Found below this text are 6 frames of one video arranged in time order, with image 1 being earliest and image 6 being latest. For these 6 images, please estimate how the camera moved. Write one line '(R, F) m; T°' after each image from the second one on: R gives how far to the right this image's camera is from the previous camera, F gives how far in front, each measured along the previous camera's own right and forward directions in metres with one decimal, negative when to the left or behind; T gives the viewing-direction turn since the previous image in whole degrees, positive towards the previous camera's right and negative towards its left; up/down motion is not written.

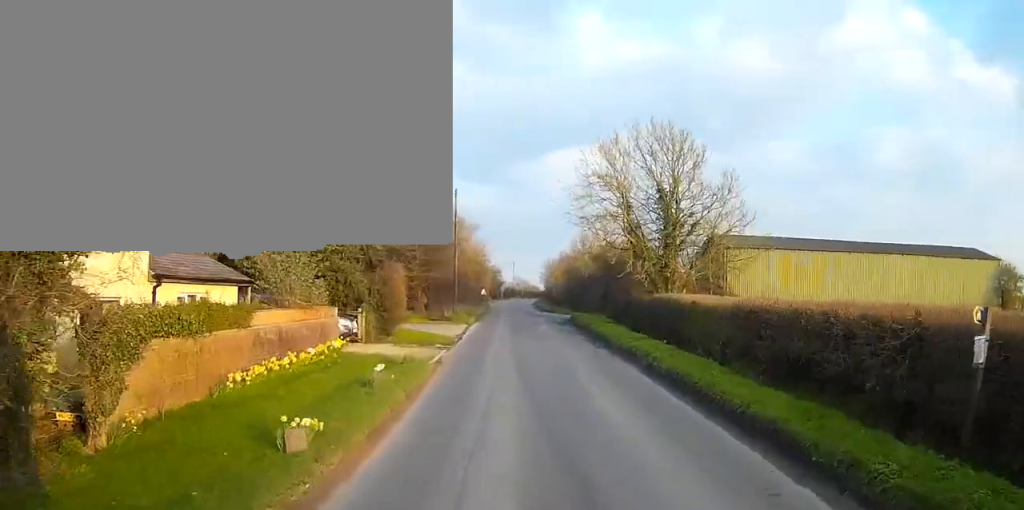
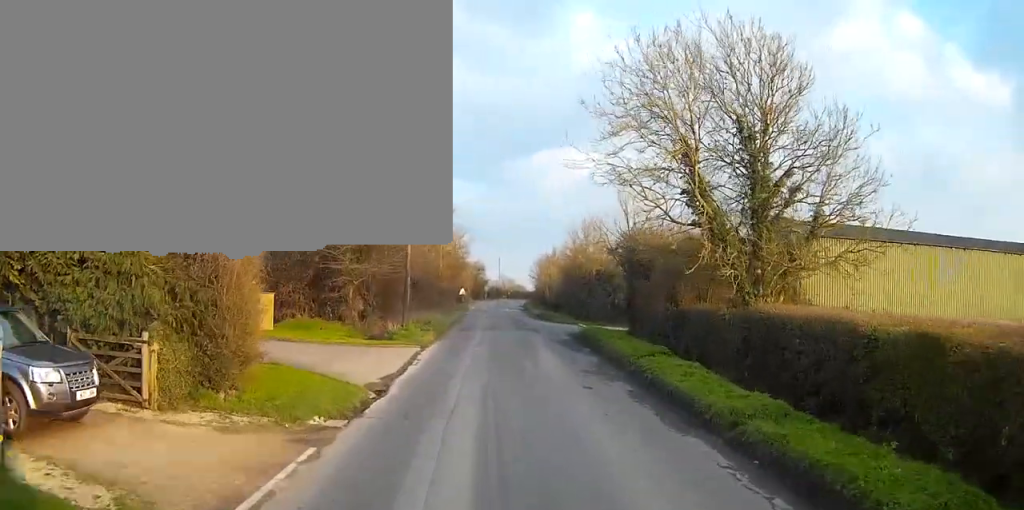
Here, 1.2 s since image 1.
(0.0, +14.6) m; 0°
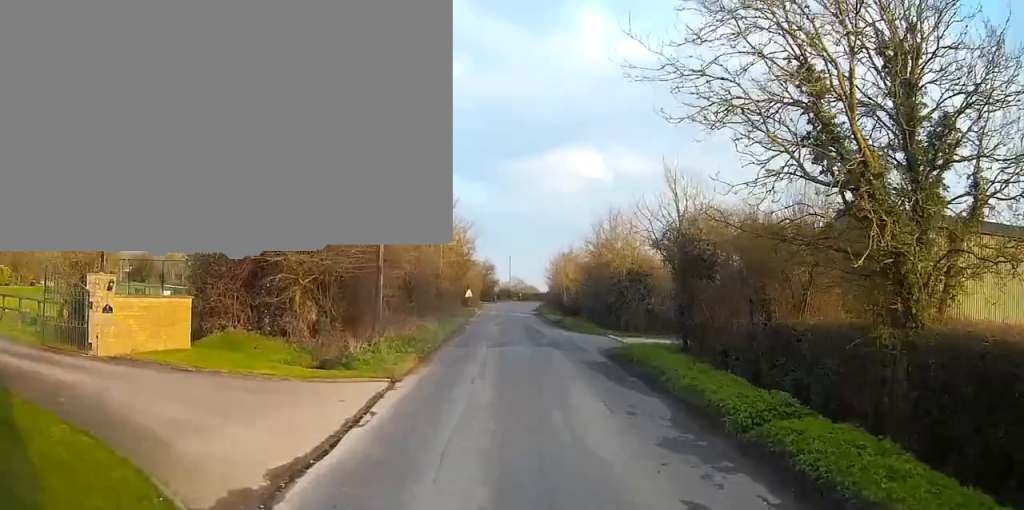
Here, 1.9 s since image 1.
(0.0, +8.3) m; 0°
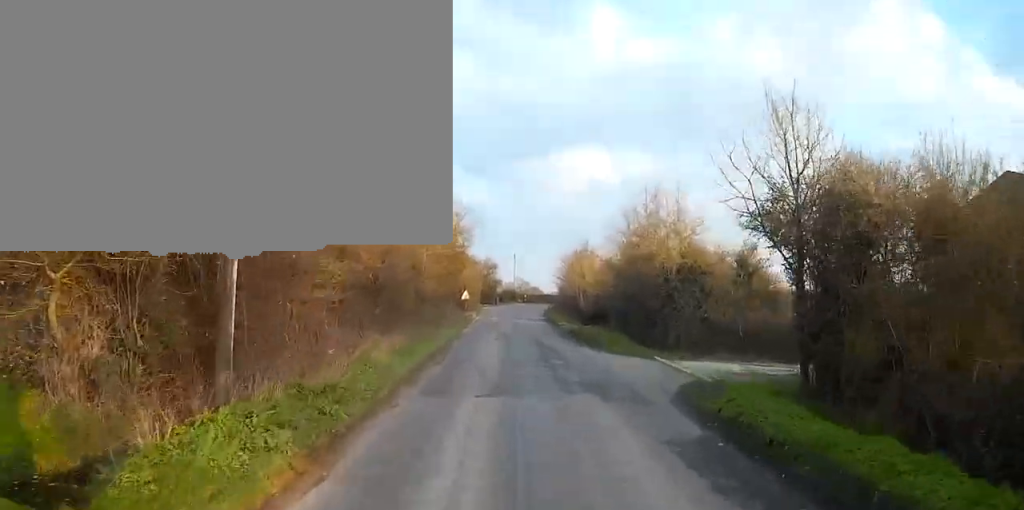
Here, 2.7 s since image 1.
(0.0, +11.2) m; +1°
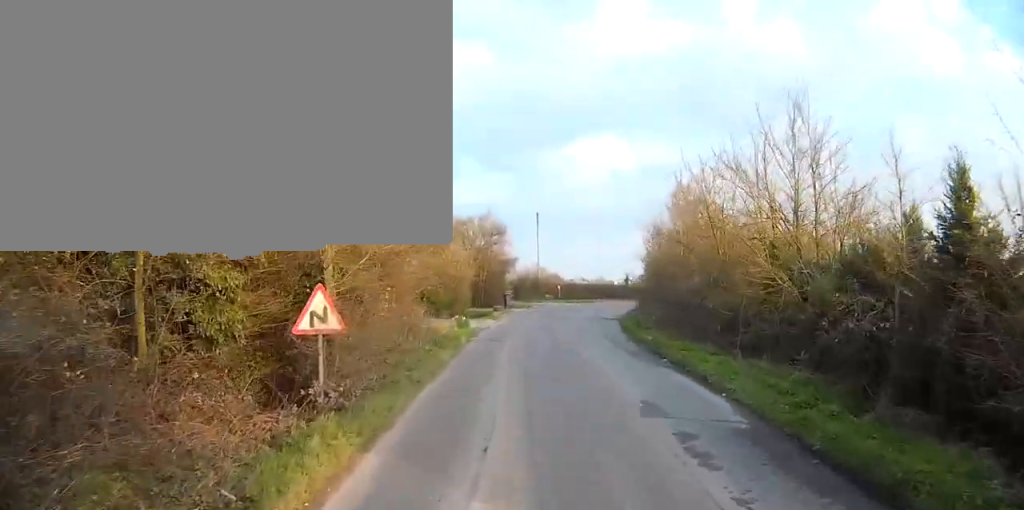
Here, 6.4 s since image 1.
(+2.0, +48.3) m; +6°
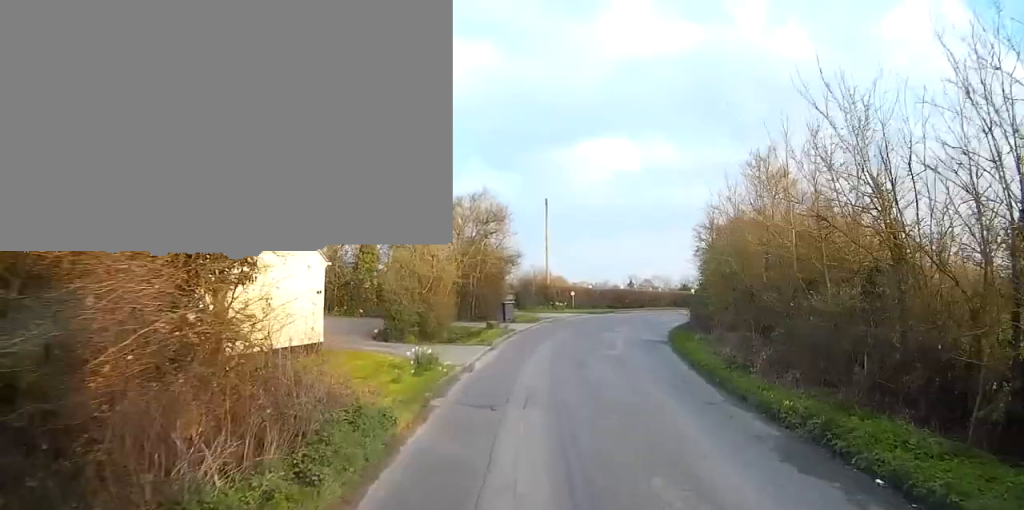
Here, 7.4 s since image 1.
(+0.2, +12.5) m; 0°
